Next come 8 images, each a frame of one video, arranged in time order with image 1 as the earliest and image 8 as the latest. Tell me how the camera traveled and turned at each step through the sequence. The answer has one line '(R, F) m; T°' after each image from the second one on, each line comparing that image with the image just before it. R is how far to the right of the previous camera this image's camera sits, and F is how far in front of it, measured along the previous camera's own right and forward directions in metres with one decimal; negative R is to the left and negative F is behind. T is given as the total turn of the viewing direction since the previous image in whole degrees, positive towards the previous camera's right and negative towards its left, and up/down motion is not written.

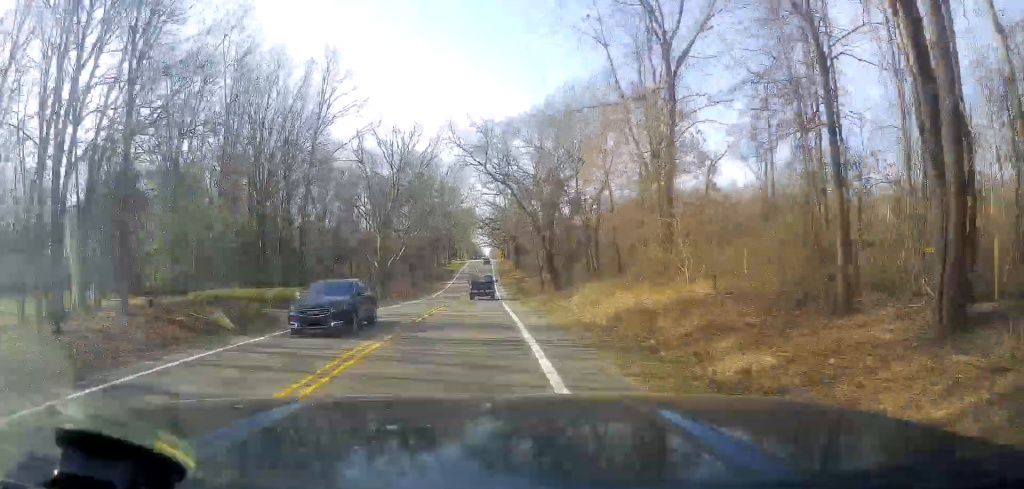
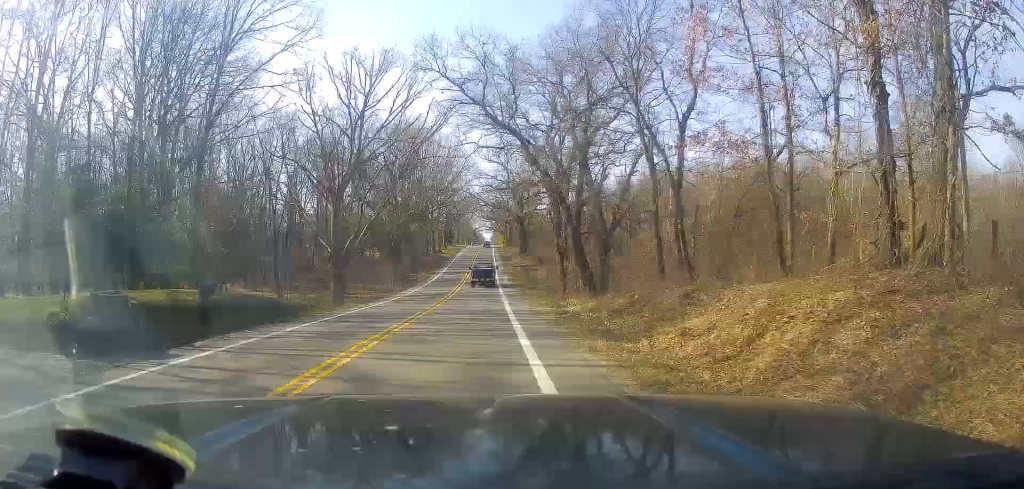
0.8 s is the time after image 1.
(+0.2, +18.1) m; -1°
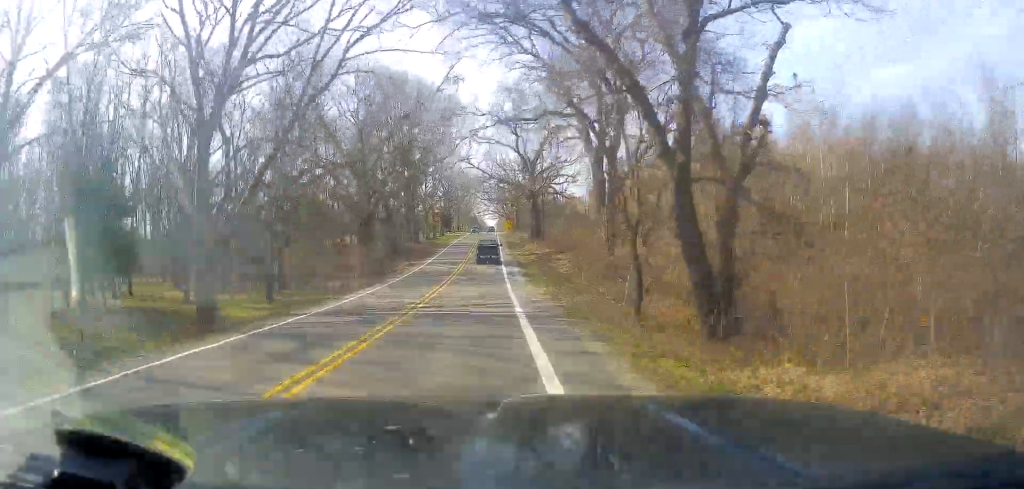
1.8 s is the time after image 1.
(-0.4, +21.3) m; -1°
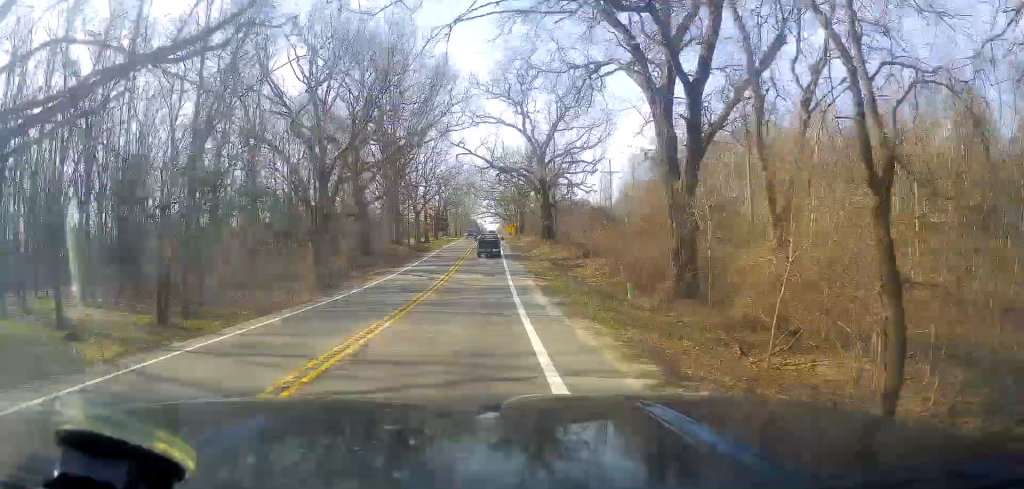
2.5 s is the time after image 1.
(-0.2, +14.9) m; 0°
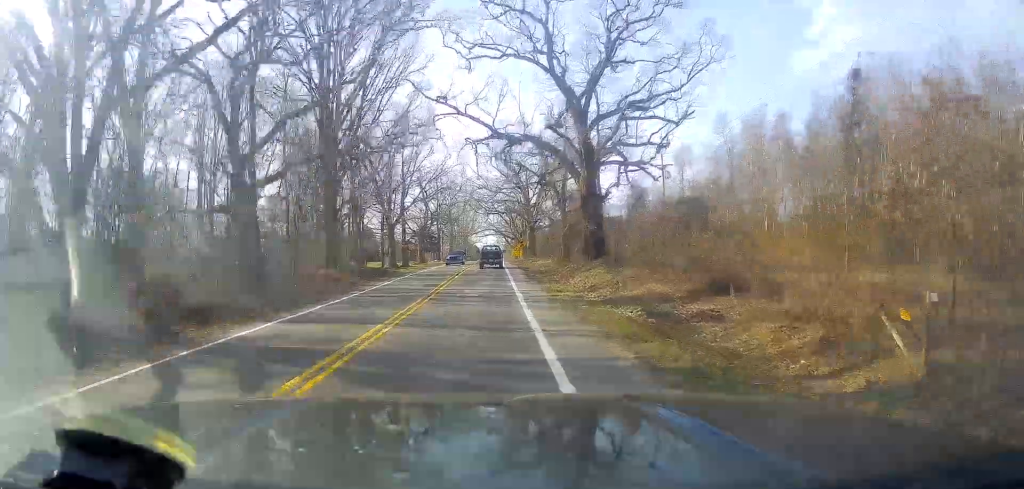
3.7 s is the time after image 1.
(+0.6, +27.5) m; +1°
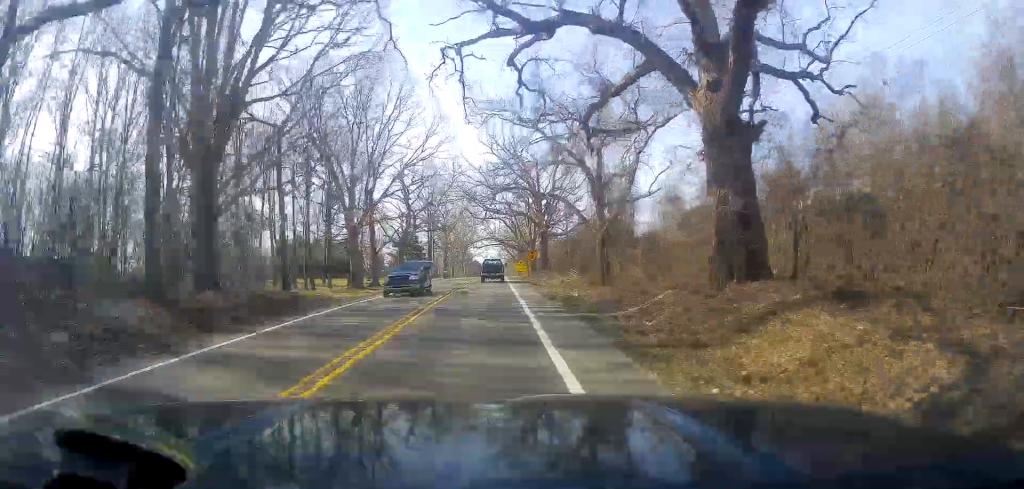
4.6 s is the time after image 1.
(-0.1, +21.1) m; 0°
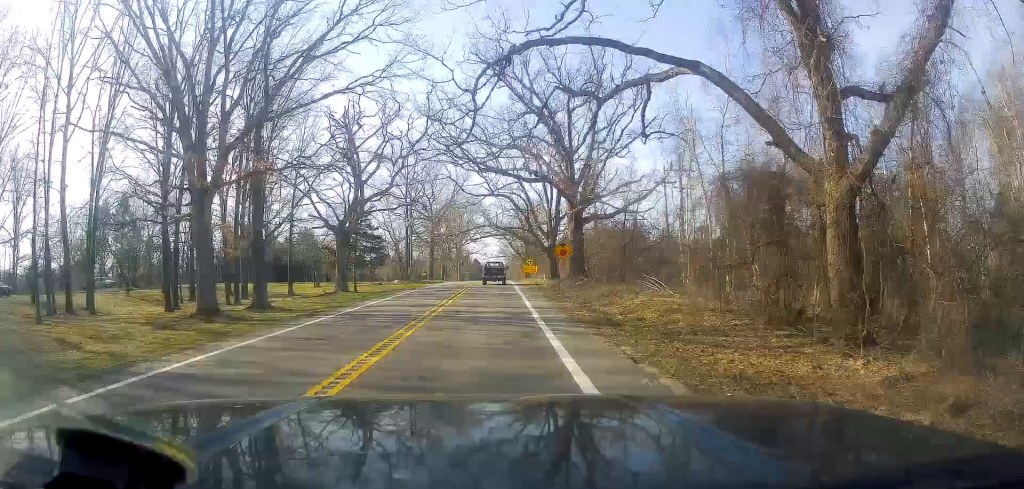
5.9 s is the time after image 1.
(-0.3, +30.5) m; -1°
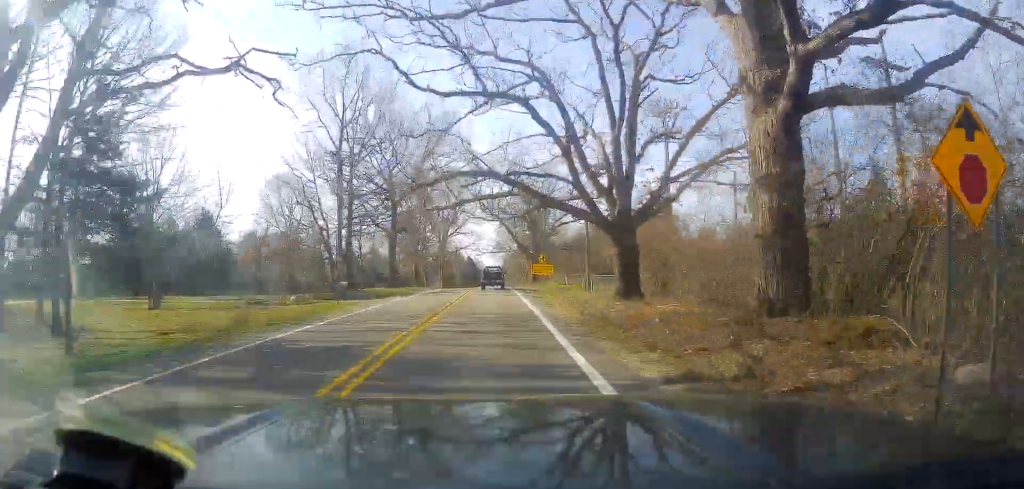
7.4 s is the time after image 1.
(+0.5, +35.6) m; +2°
